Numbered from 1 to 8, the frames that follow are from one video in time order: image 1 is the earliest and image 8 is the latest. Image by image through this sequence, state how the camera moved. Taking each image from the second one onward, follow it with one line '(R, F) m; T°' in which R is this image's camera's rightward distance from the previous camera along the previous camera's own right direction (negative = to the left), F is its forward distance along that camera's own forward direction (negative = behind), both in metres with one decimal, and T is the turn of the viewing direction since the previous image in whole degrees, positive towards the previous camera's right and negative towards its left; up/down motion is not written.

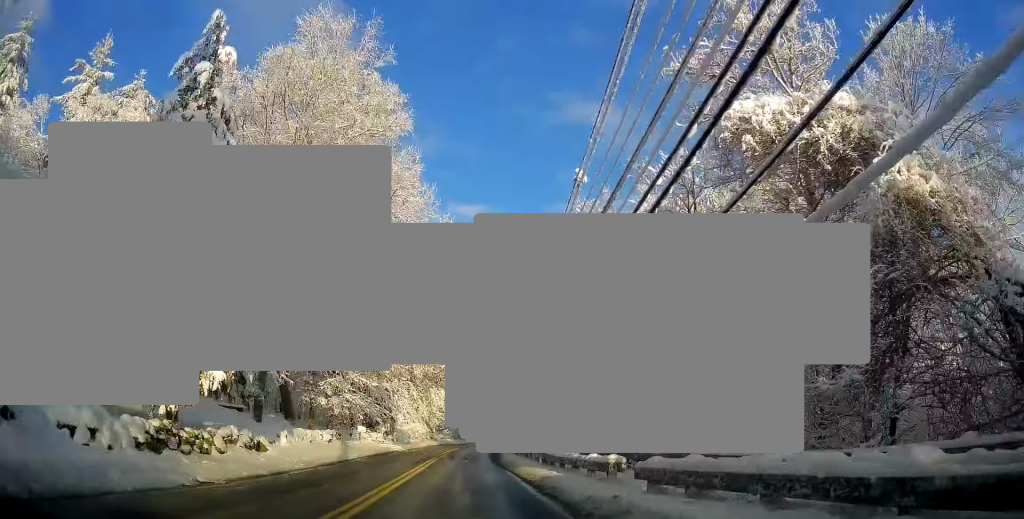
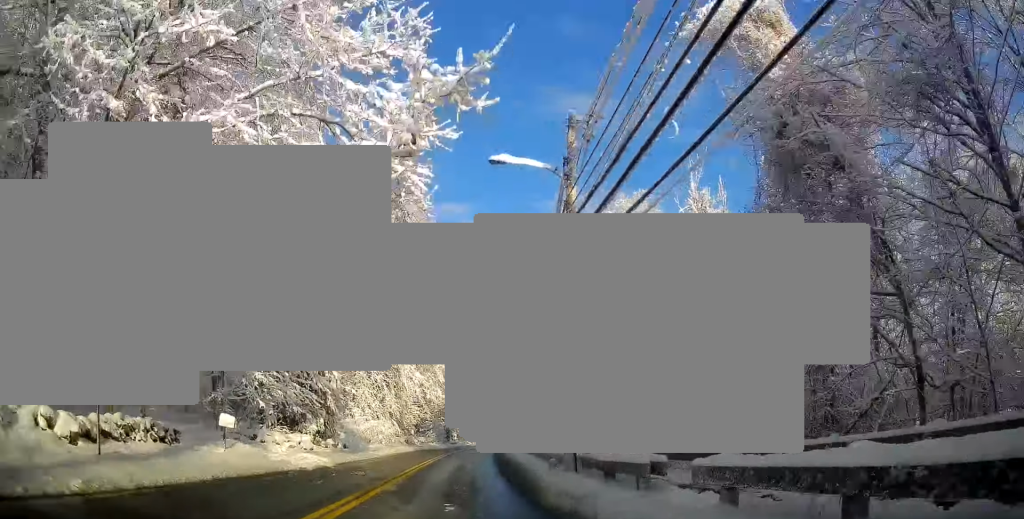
(-1.7, +21.7) m; -2°
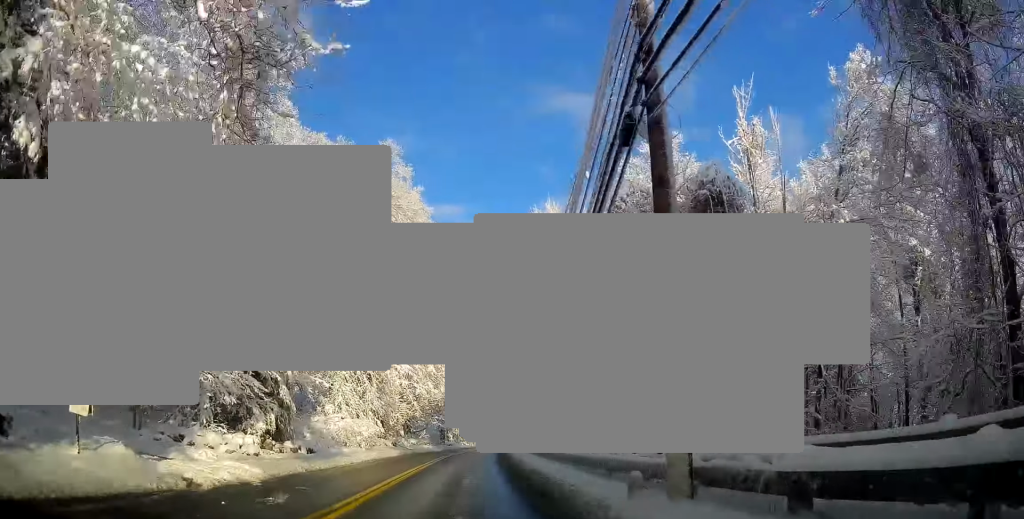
(+0.6, +7.7) m; 0°
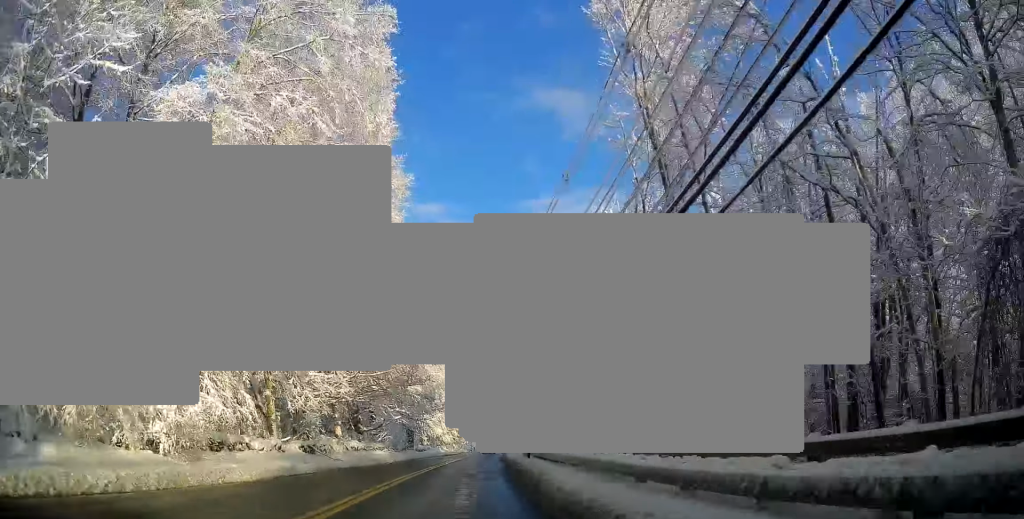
(-0.6, +23.1) m; 0°
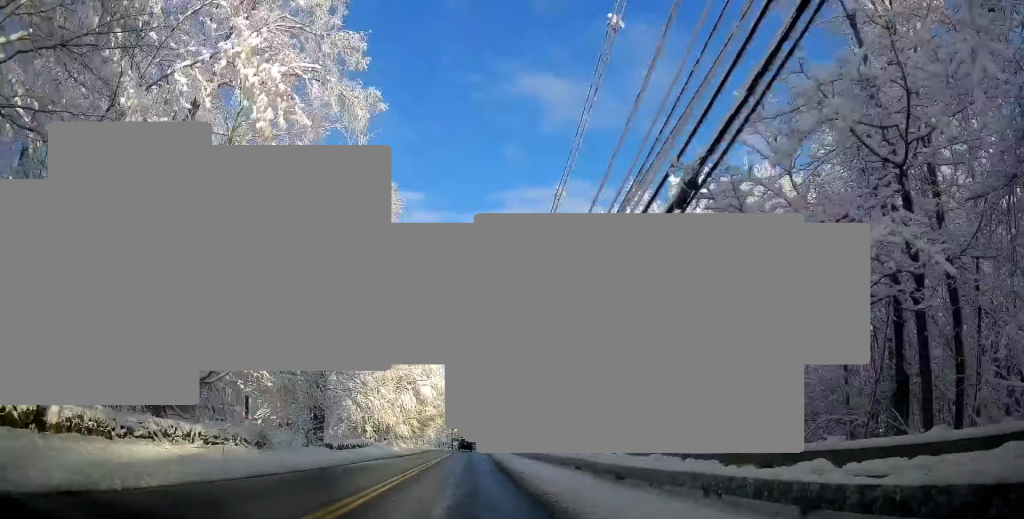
(+1.4, +29.3) m; +3°
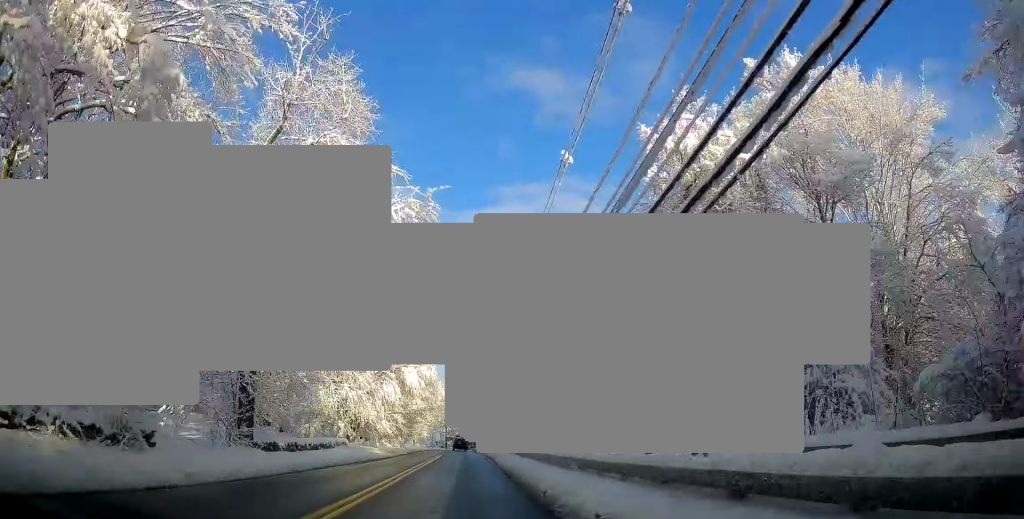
(0.0, +10.4) m; -1°
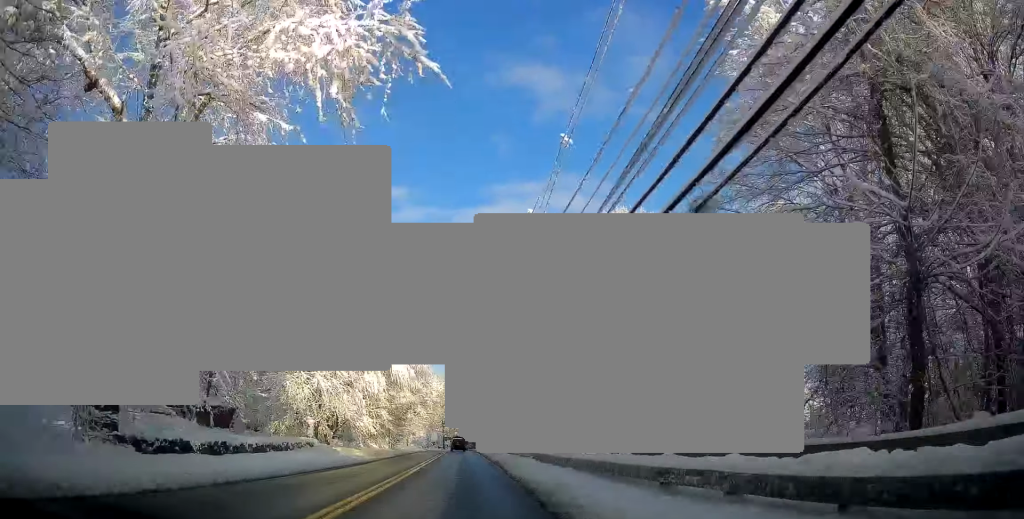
(-0.1, +9.4) m; +1°
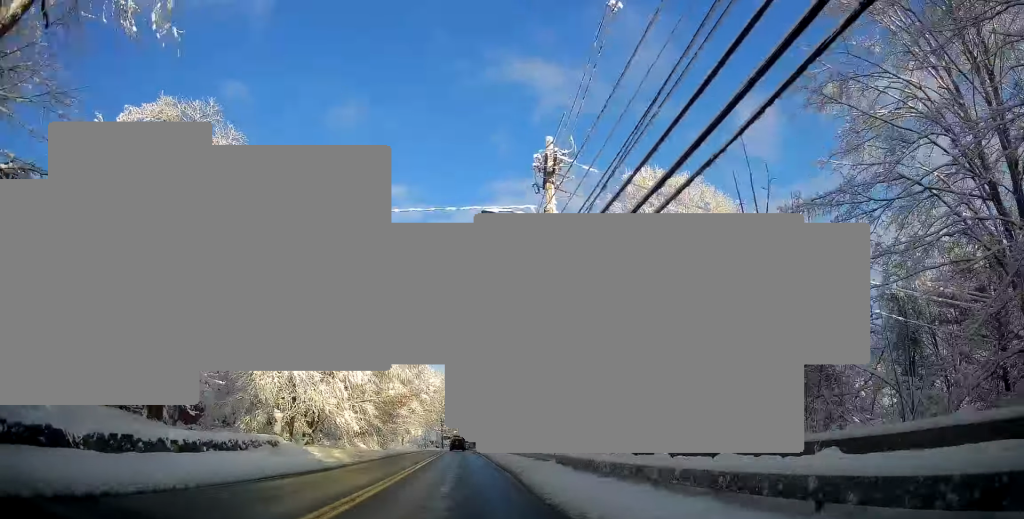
(-0.2, +6.8) m; +1°
